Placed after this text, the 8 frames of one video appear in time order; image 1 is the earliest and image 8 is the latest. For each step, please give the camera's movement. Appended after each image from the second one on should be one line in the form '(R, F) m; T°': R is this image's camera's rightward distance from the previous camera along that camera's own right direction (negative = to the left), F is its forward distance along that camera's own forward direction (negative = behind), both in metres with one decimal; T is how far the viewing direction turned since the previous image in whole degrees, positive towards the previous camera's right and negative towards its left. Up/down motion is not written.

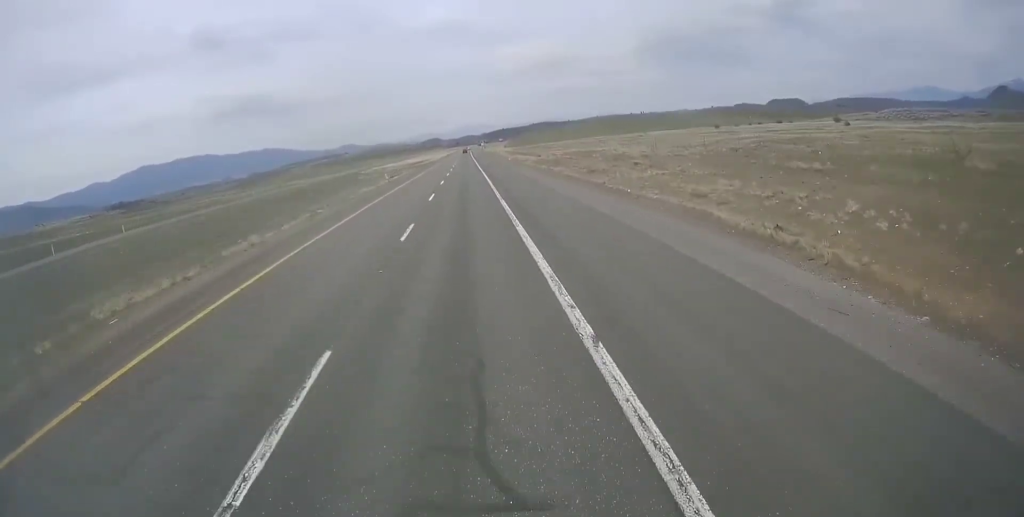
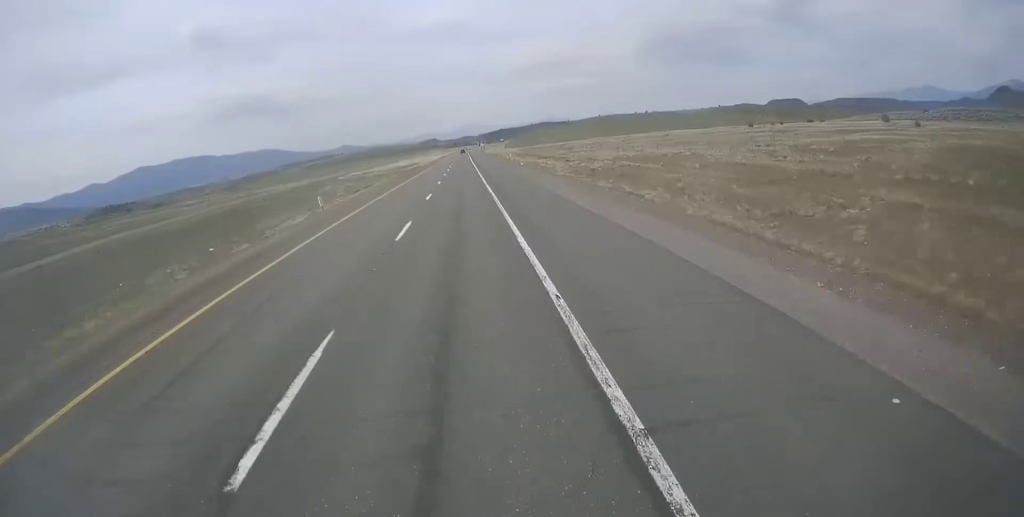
(-0.3, +28.8) m; 0°
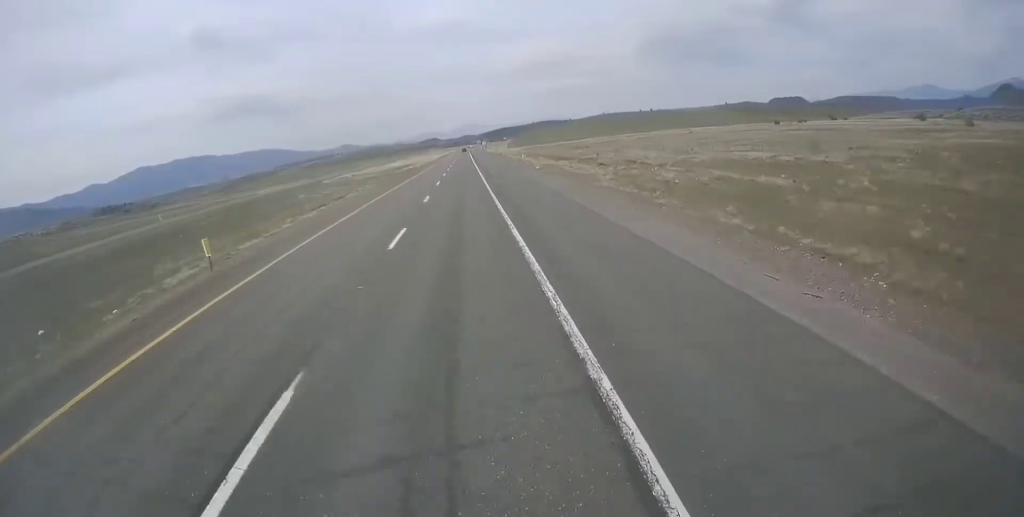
(-0.3, +16.9) m; 0°
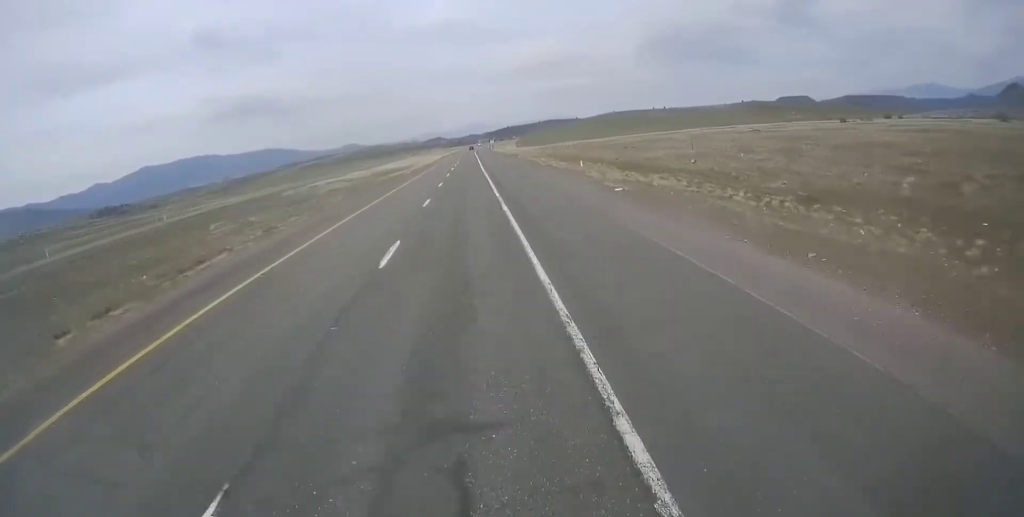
(+0.7, +32.0) m; 0°
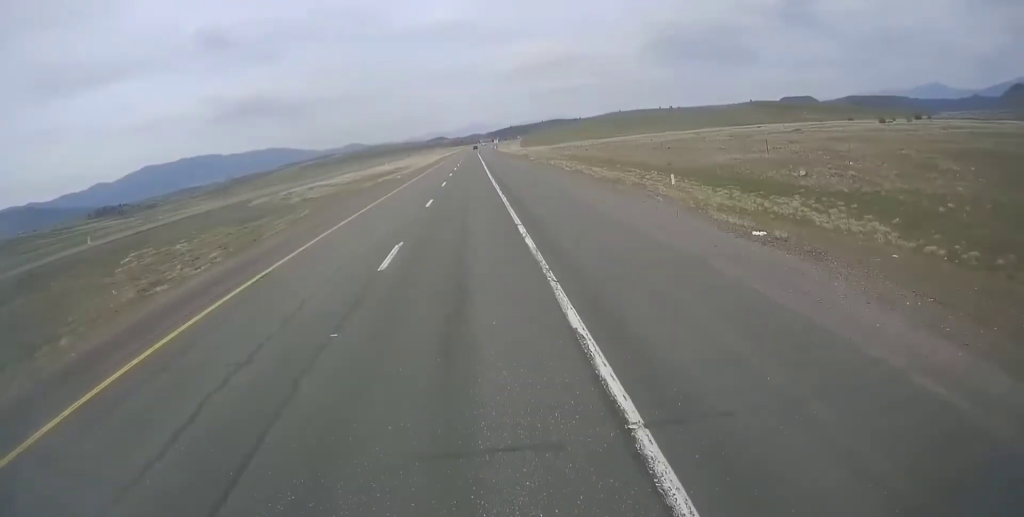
(-0.3, +16.0) m; 0°
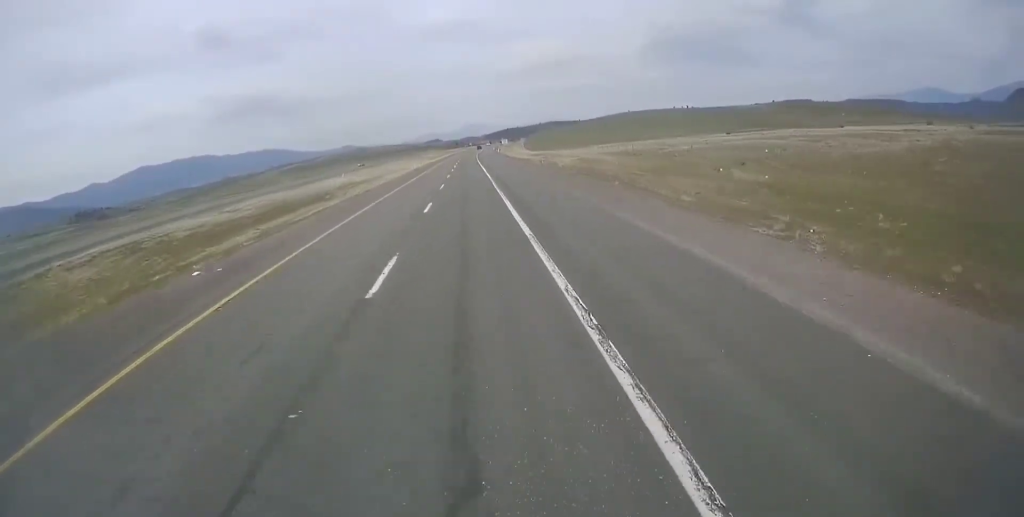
(-0.9, +61.7) m; -2°
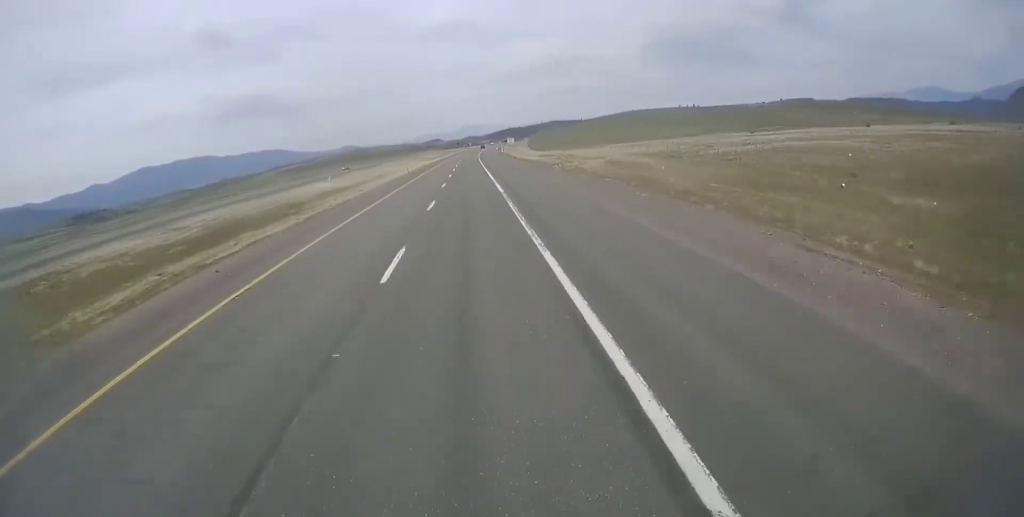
(0.0, +12.4) m; 0°
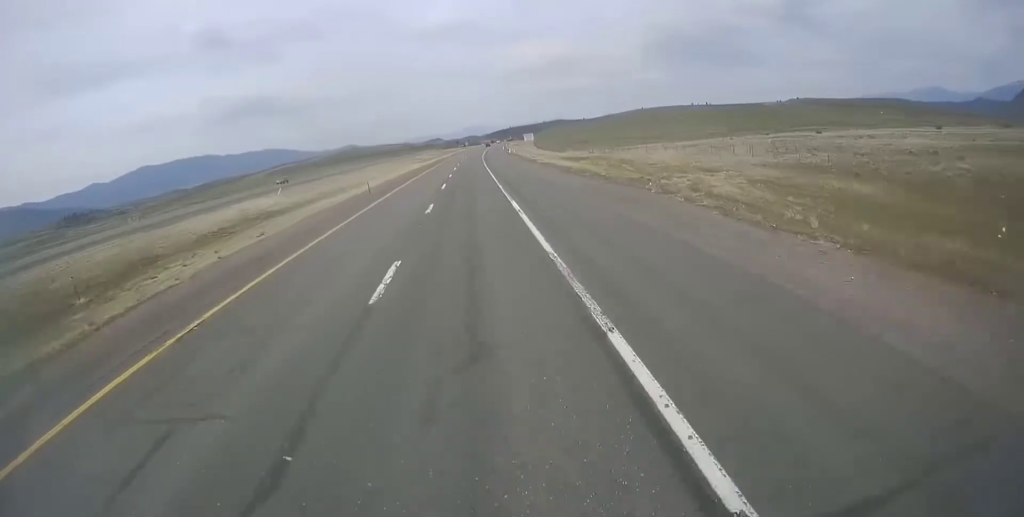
(+0.4, +31.5) m; +1°
